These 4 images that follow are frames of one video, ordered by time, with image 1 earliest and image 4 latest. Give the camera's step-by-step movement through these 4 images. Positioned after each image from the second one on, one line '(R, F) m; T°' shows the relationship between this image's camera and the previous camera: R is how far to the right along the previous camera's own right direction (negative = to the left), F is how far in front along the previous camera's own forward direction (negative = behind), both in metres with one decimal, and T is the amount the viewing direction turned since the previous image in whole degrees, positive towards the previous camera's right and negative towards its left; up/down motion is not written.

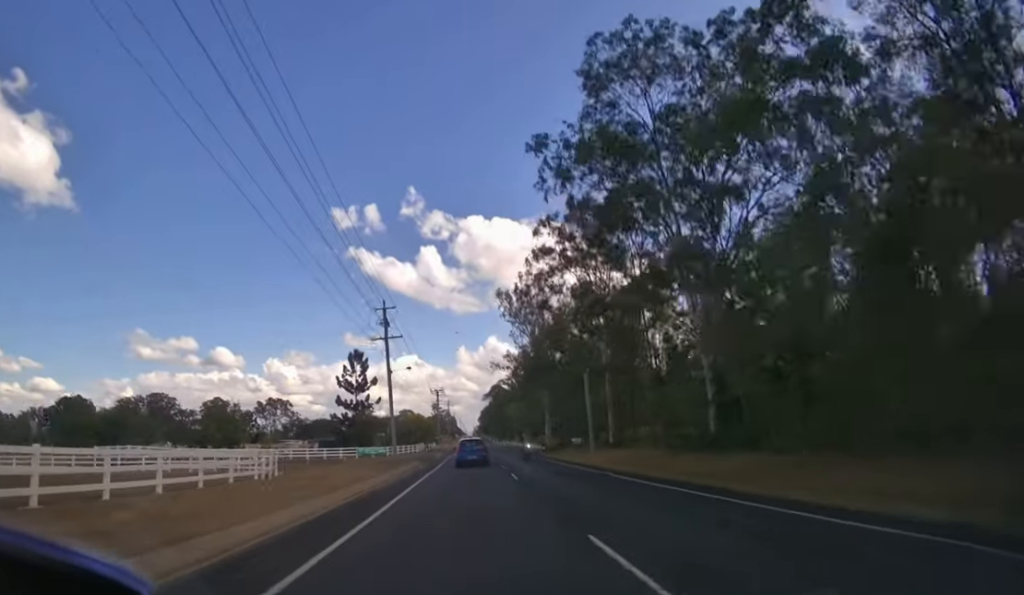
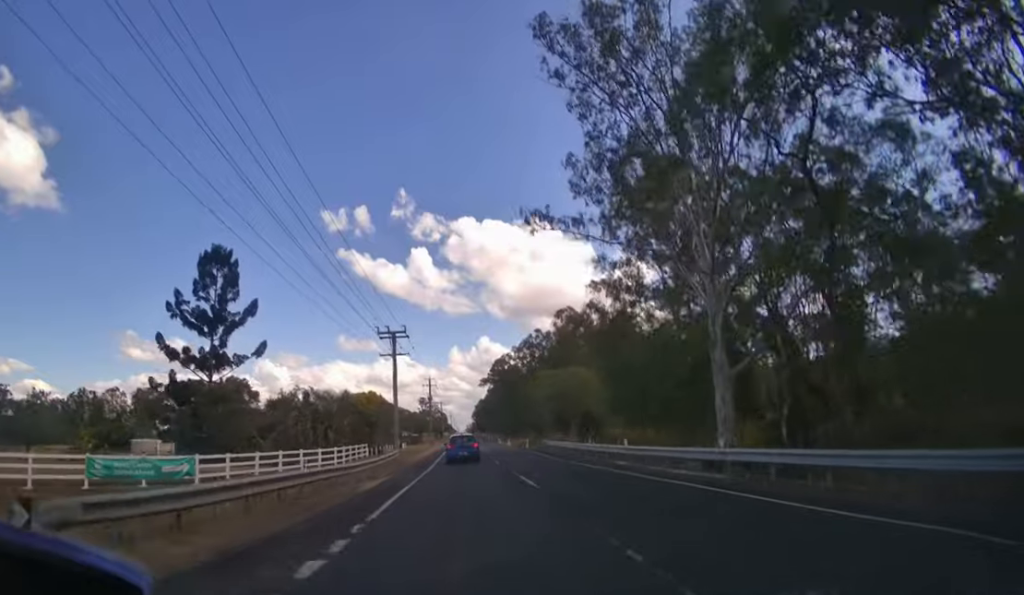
(+0.3, +49.2) m; +1°
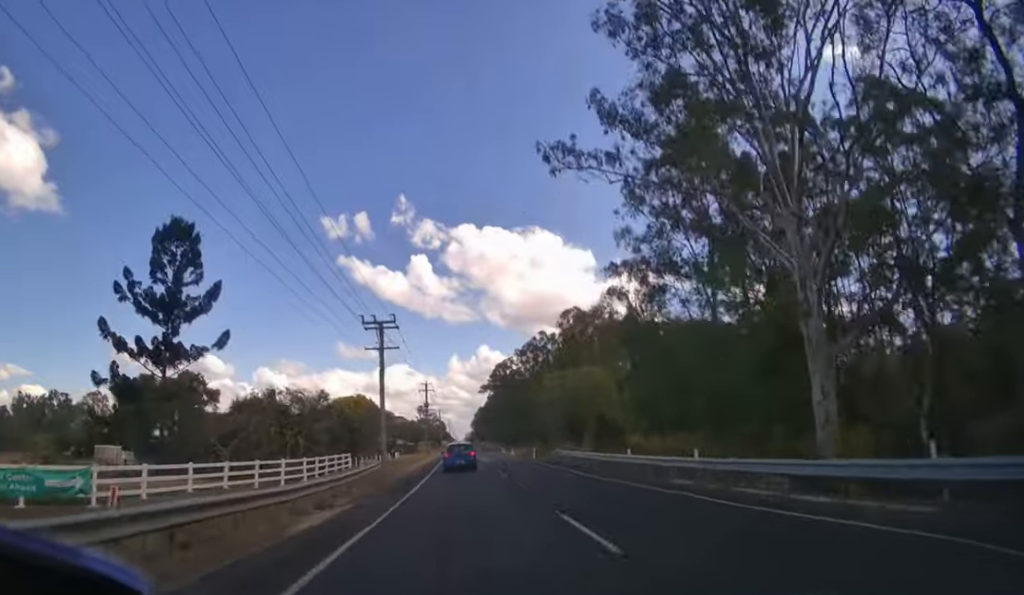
(0.0, +5.7) m; 0°
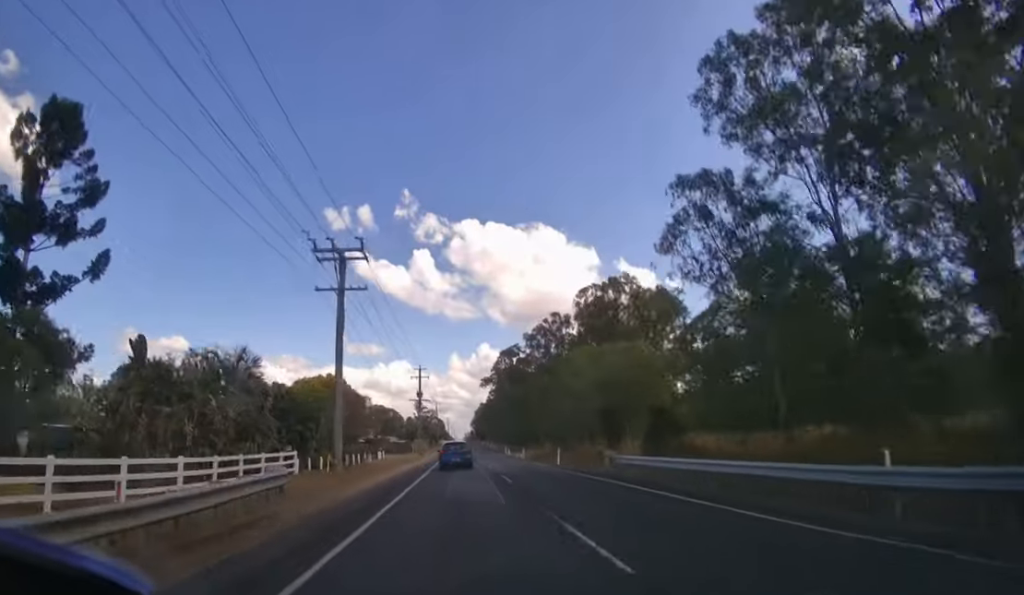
(0.0, +11.3) m; 0°
